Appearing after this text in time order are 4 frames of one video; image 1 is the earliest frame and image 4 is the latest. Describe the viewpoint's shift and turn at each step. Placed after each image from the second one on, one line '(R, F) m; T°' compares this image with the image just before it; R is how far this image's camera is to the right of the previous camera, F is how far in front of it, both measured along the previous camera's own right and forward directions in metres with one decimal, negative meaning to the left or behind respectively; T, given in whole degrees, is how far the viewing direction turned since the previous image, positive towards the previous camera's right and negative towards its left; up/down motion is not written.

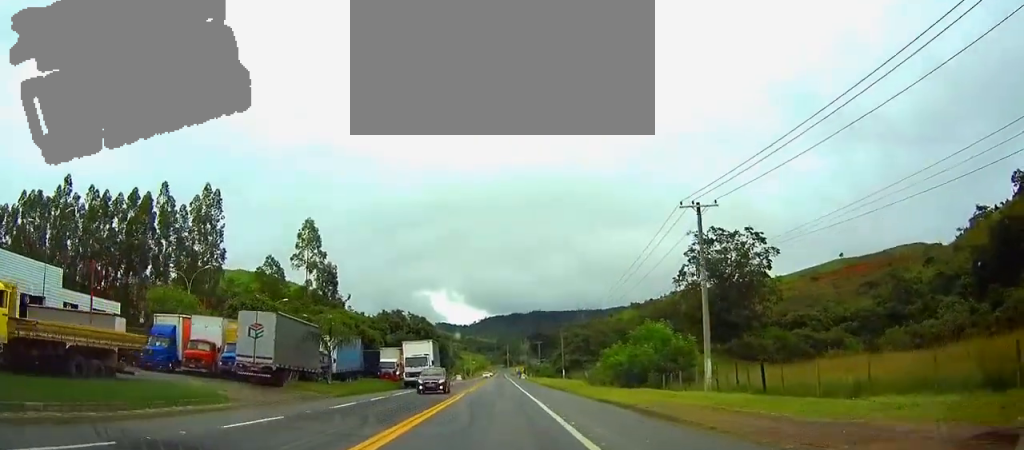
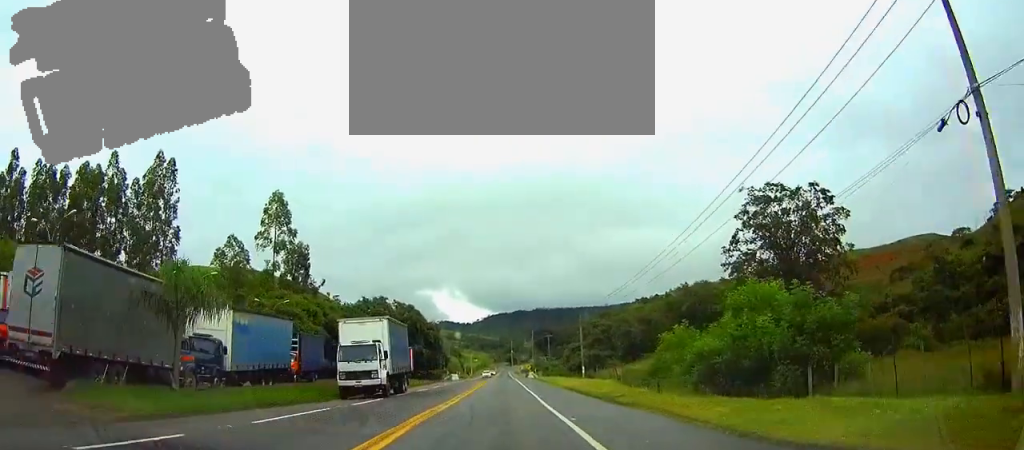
(-0.1, +21.7) m; 0°
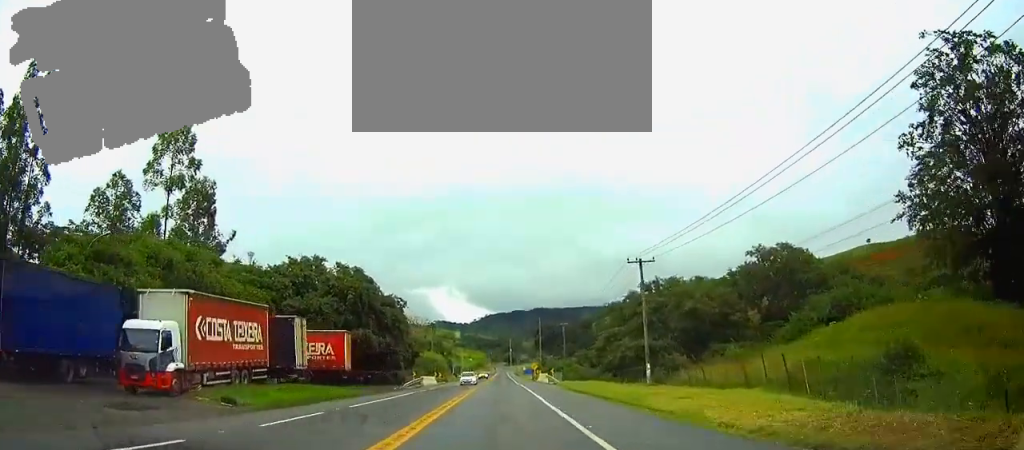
(+0.1, +39.3) m; 0°
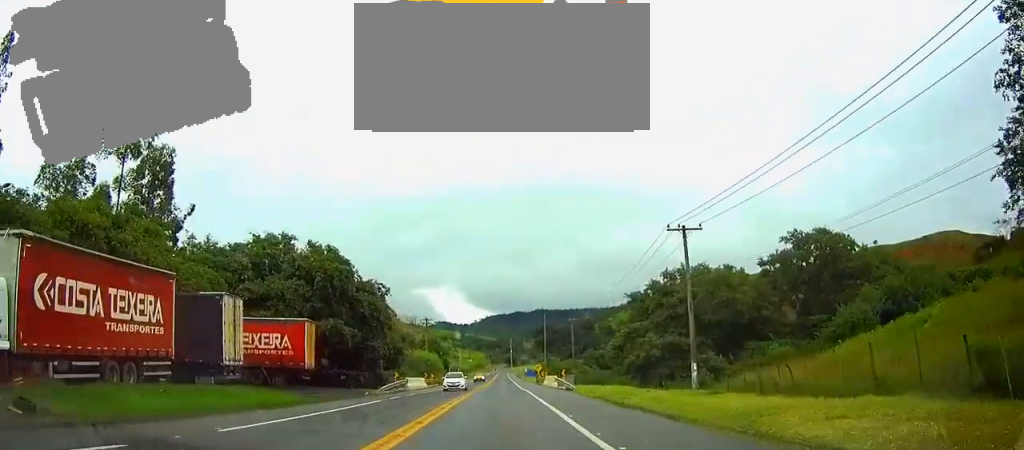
(0.0, +11.6) m; 0°
